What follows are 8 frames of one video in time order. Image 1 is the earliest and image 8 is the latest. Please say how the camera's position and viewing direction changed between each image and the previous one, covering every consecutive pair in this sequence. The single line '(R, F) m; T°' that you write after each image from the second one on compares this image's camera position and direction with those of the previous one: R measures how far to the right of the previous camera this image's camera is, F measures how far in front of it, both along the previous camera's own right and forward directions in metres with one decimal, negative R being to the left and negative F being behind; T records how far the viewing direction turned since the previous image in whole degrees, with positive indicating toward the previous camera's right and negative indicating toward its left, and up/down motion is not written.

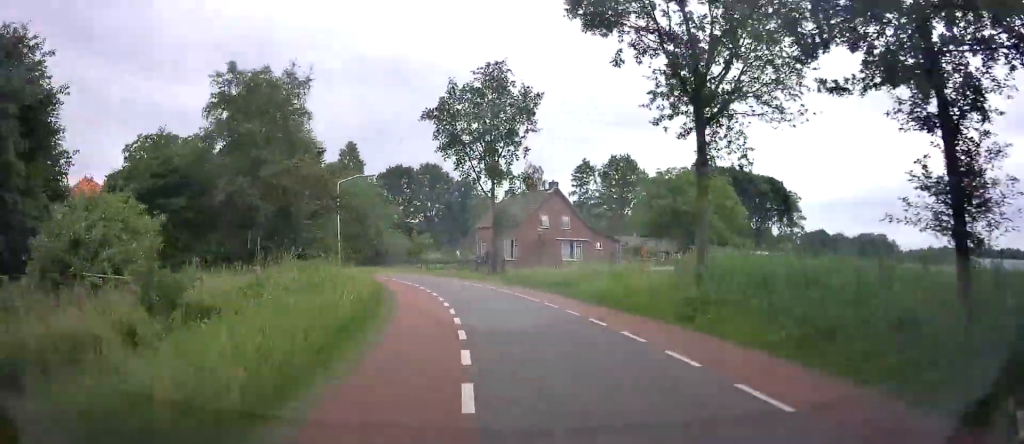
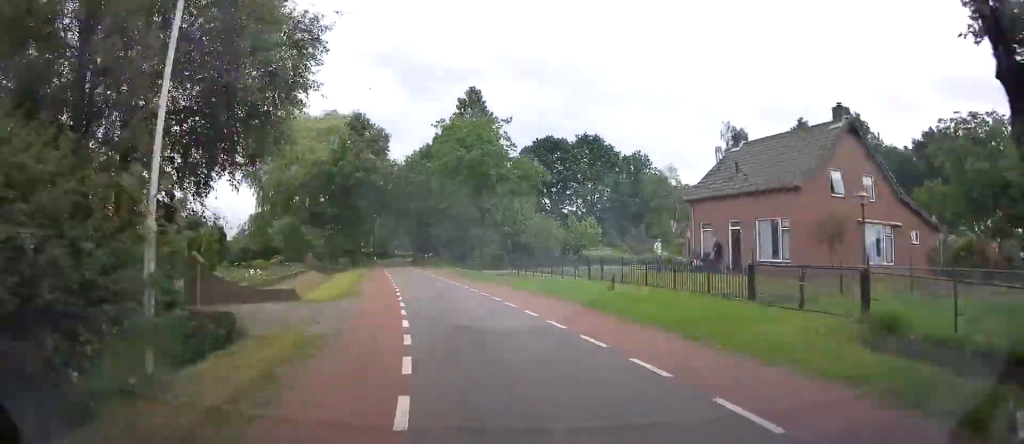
(-1.3, +28.4) m; -9°
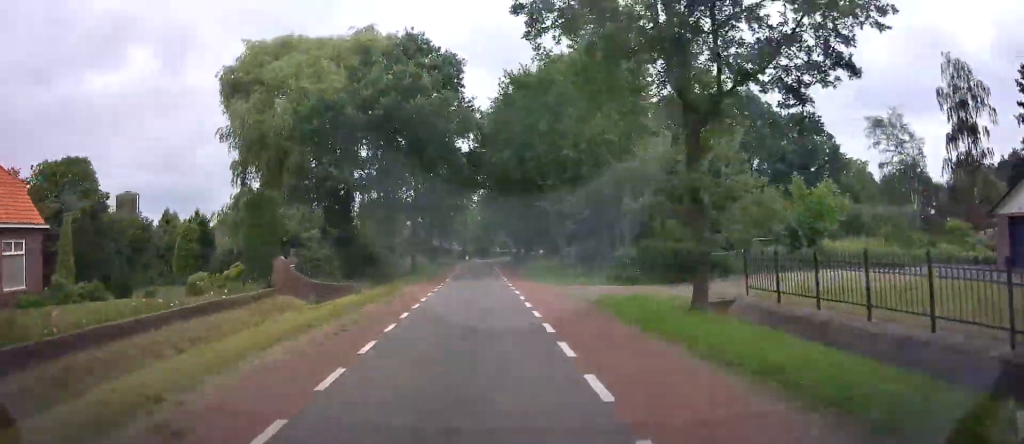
(-2.6, +24.8) m; -10°
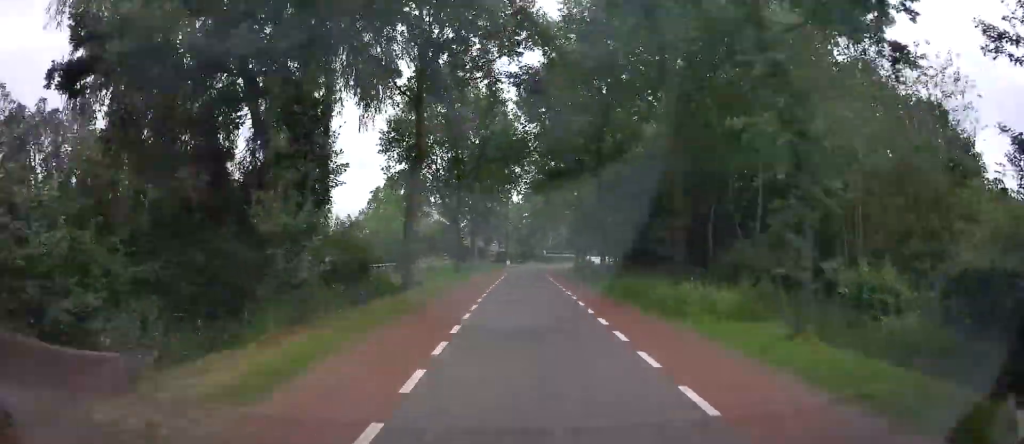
(-1.4, +17.5) m; -3°
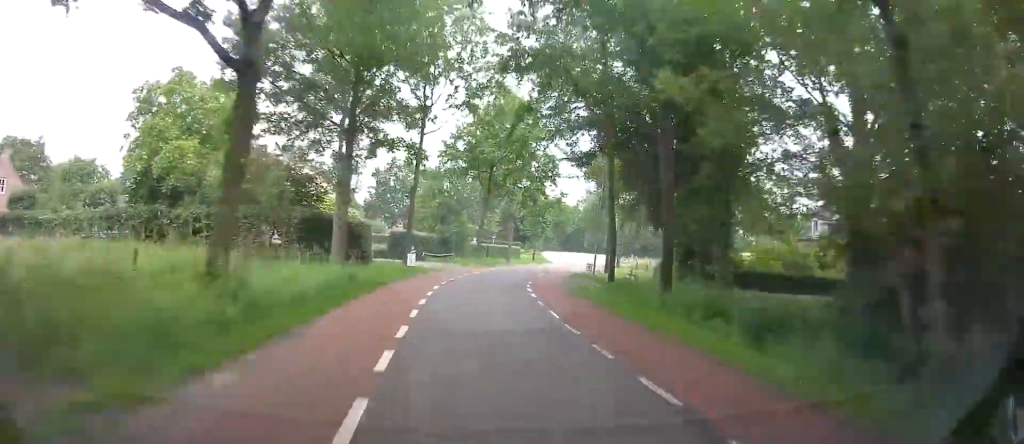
(-1.0, +36.2) m; +2°
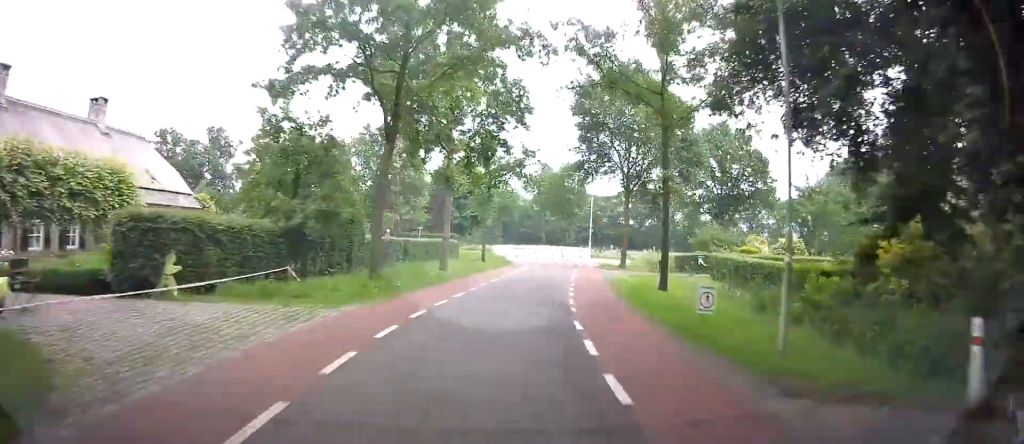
(+1.0, +22.1) m; +5°
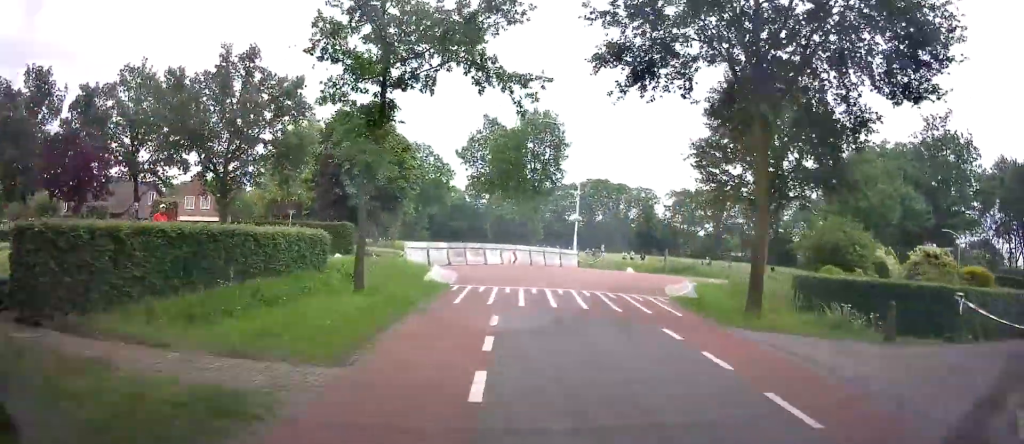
(+1.8, +25.4) m; +11°
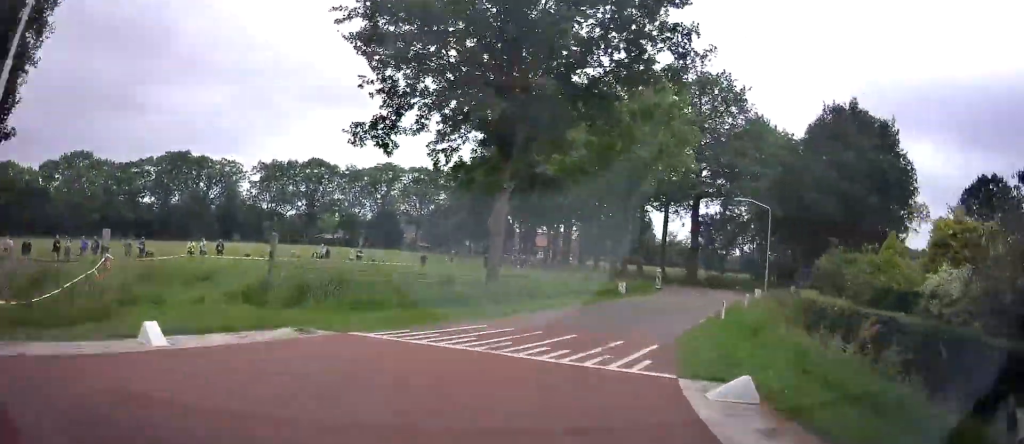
(+5.5, +26.6) m; +29°
